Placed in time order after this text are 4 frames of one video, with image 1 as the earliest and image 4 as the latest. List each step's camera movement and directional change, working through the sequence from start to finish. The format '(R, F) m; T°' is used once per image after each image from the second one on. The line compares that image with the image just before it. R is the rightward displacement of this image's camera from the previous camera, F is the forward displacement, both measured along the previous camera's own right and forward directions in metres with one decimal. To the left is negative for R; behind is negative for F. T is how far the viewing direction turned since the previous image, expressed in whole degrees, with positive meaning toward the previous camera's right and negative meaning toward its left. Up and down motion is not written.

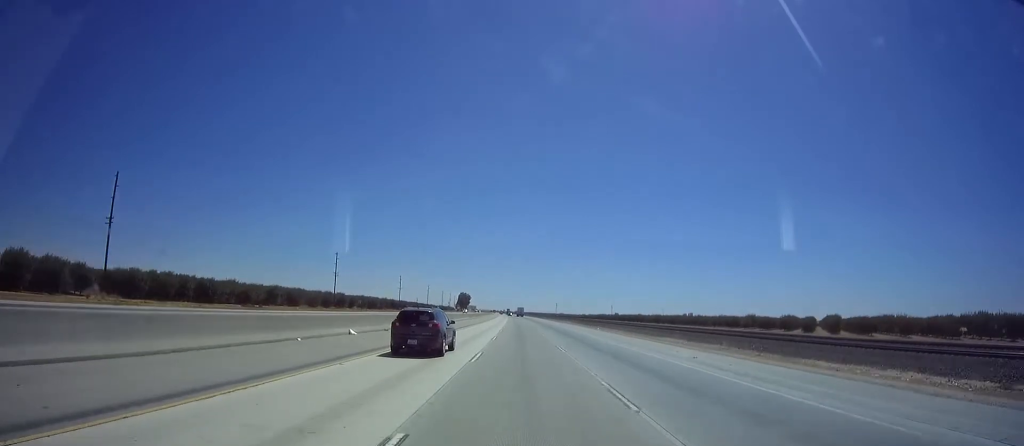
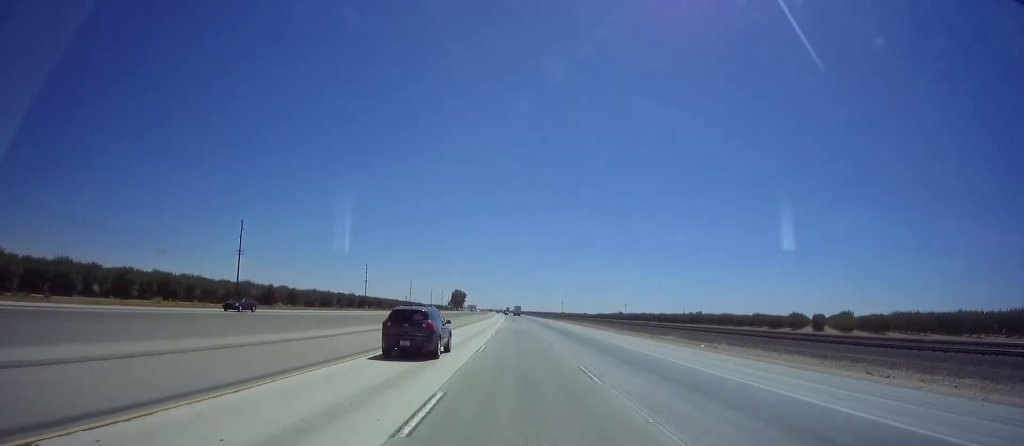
(+0.7, +54.4) m; +1°
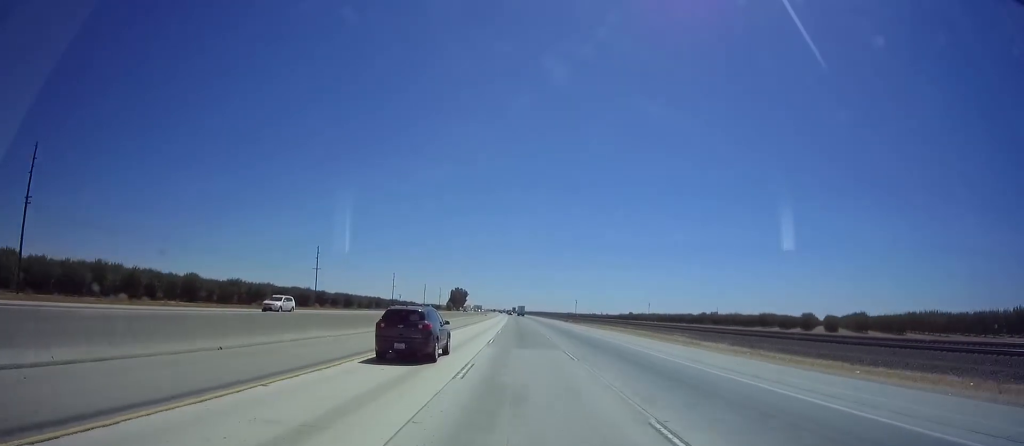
(-0.6, +52.1) m; -1°
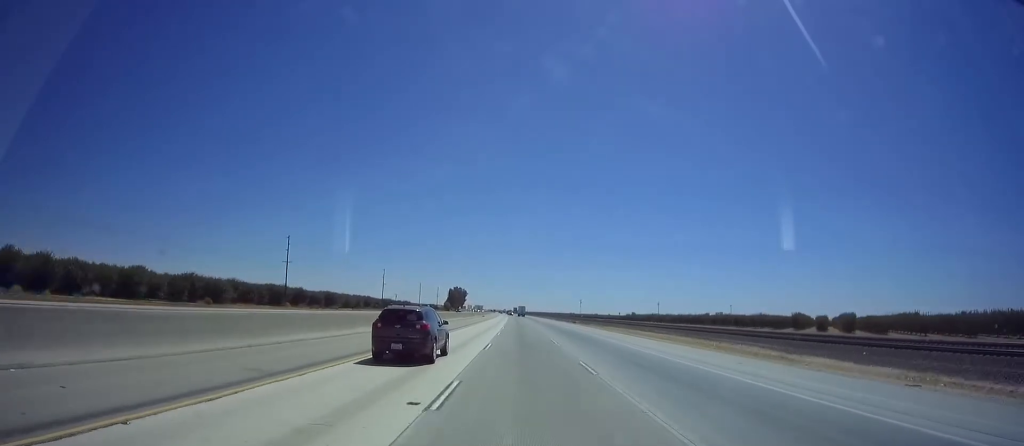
(-0.1, +18.8) m; 0°
